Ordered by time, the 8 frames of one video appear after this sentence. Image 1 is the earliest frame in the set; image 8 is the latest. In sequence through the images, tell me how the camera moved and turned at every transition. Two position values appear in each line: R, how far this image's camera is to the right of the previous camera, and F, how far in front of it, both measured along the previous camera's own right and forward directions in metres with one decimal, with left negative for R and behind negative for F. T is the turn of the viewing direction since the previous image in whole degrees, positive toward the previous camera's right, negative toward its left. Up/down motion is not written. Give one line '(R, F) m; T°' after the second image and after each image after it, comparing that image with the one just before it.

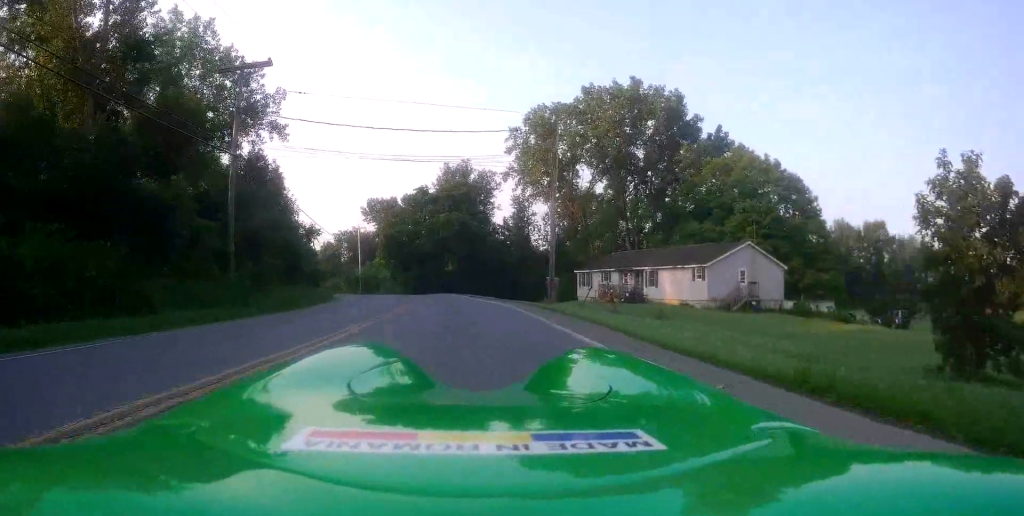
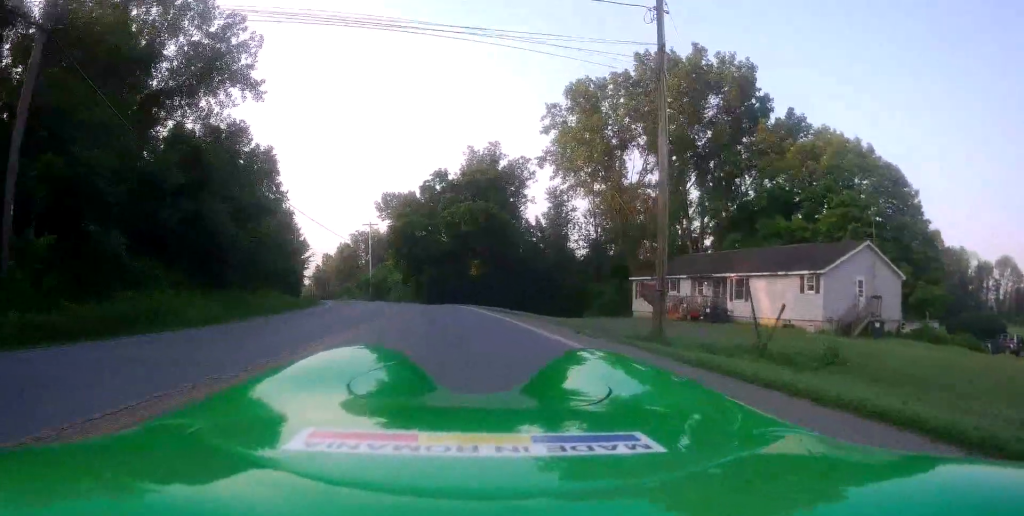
(+0.3, +13.6) m; -1°
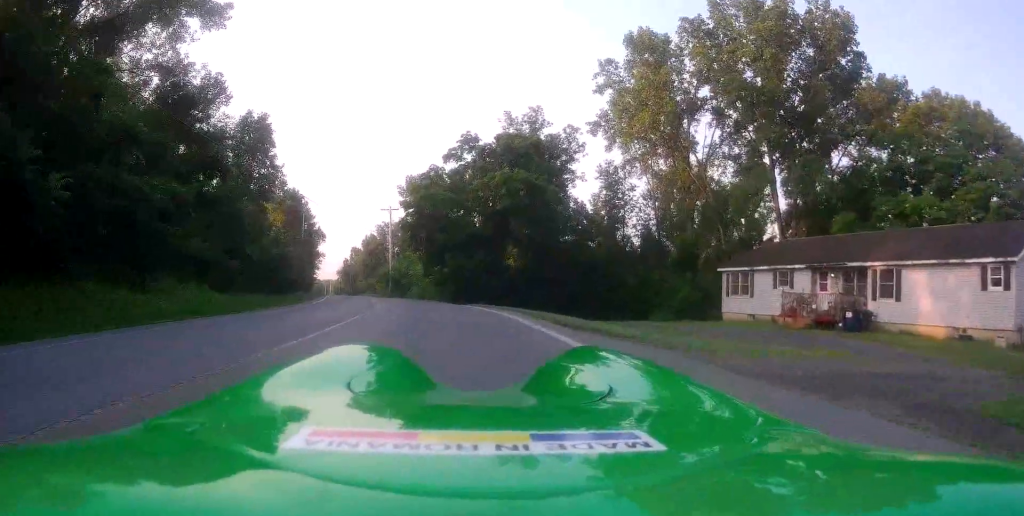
(-0.7, +12.1) m; -2°
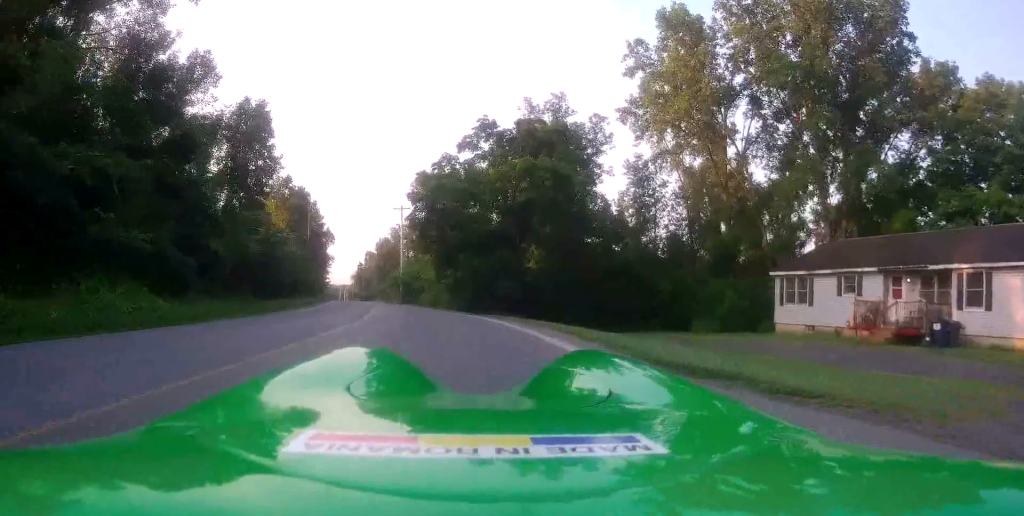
(+0.2, +5.1) m; 0°
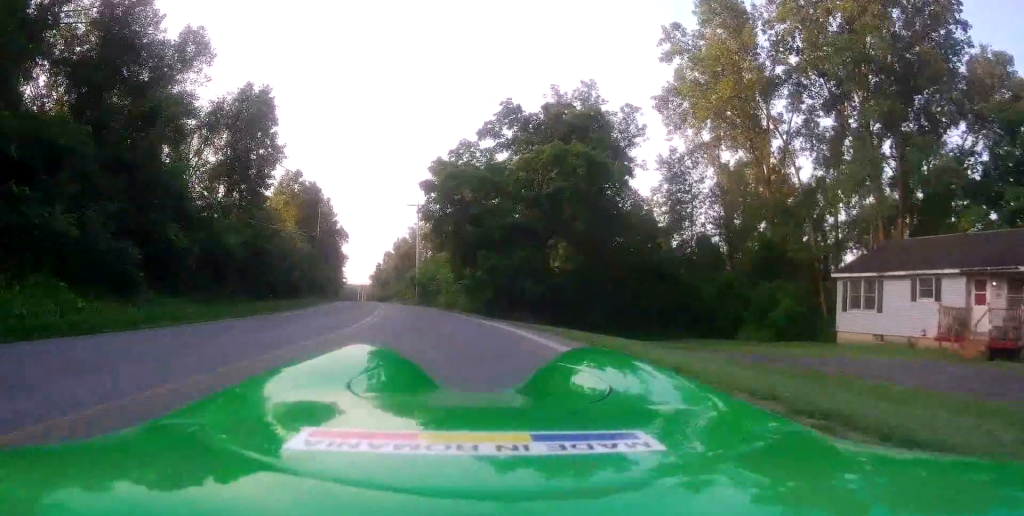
(+0.1, +4.3) m; -1°
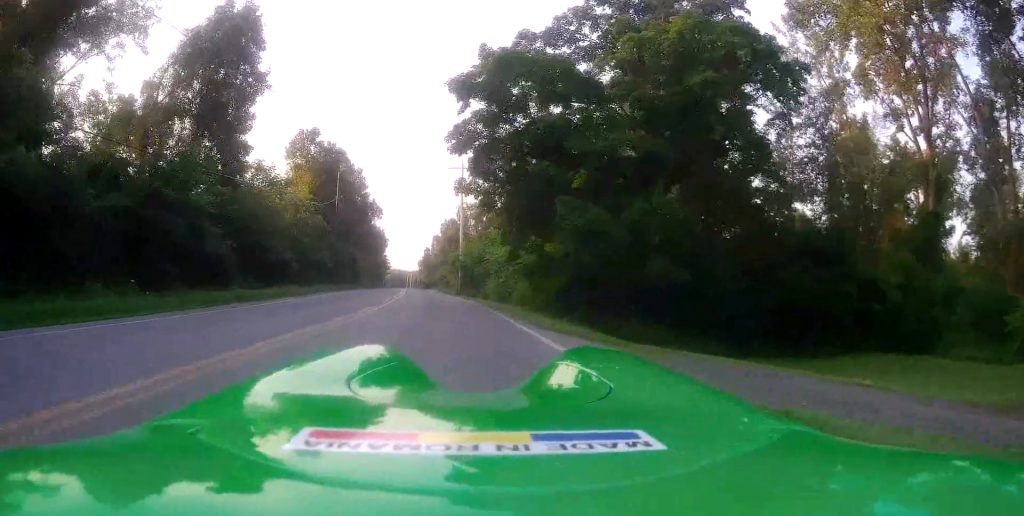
(-1.5, +14.2) m; -9°
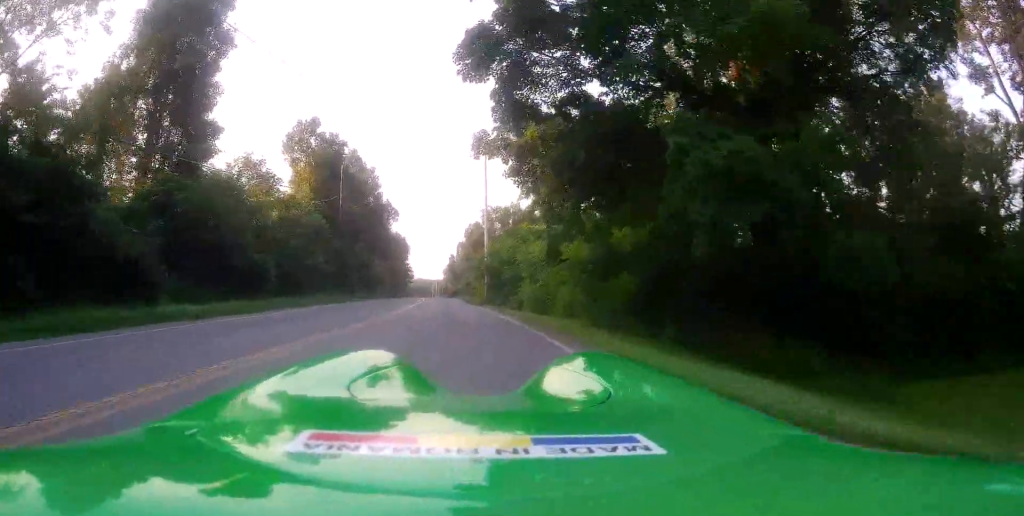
(-0.2, +7.6) m; -2°
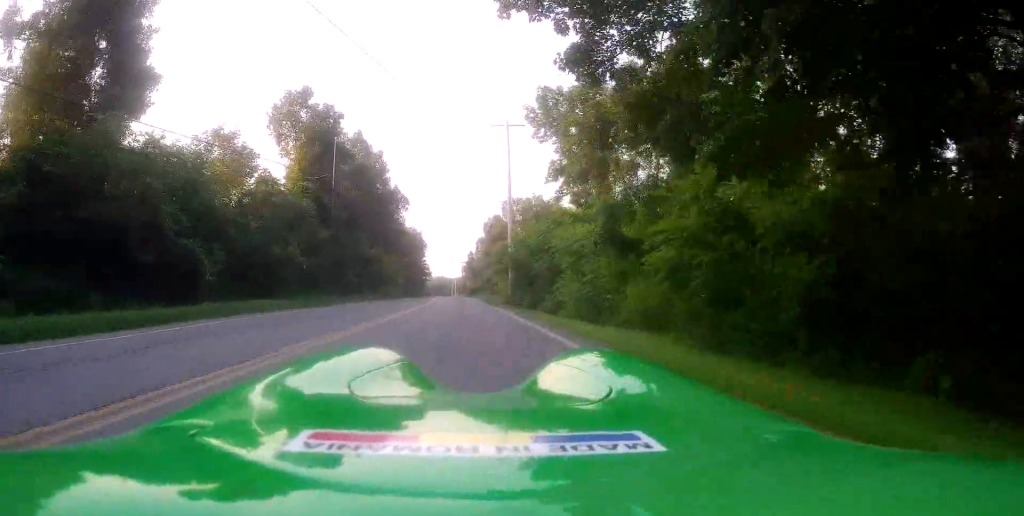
(0.0, +8.5) m; -1°
